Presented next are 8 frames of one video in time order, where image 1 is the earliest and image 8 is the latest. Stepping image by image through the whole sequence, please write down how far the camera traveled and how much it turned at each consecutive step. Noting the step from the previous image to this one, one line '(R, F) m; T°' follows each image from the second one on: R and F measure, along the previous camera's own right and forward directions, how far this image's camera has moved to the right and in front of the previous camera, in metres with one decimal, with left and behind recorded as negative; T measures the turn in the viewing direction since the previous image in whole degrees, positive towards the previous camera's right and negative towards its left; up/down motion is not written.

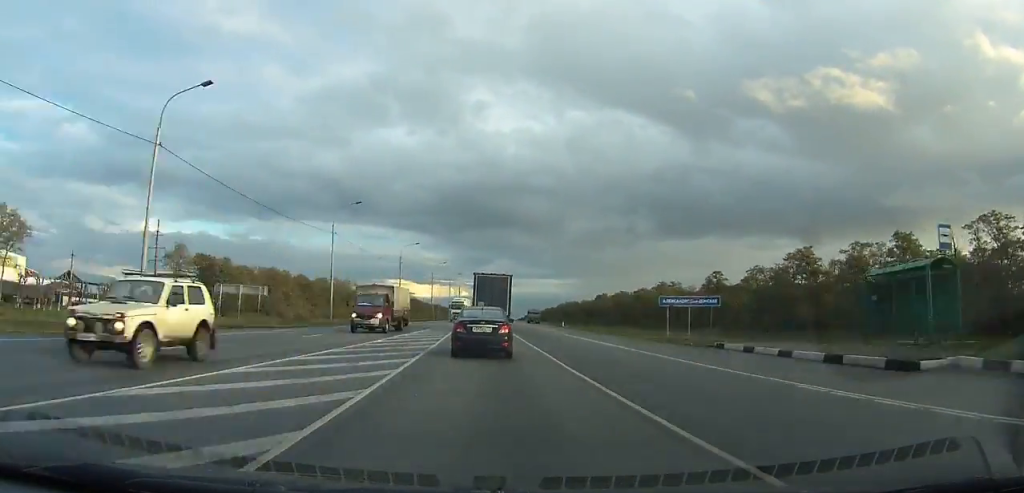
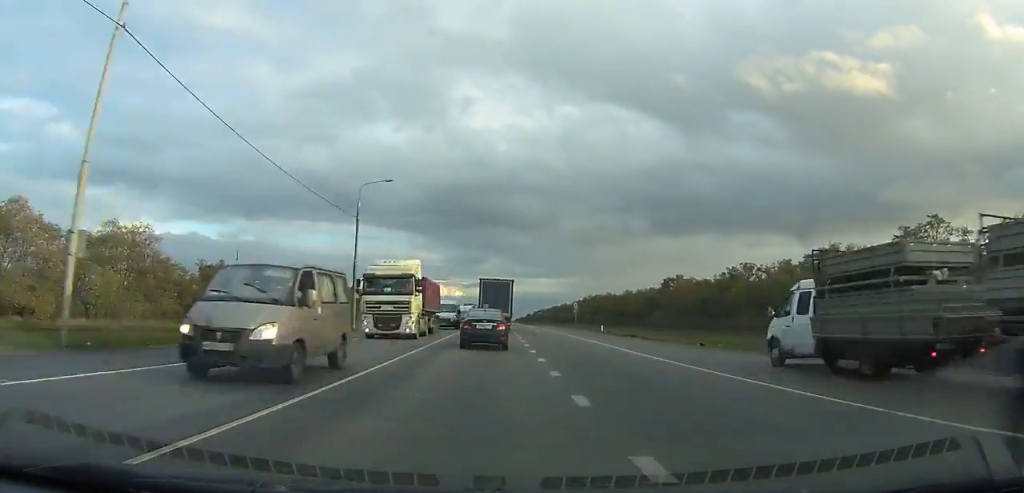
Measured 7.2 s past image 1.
(-1.4, +122.7) m; 0°
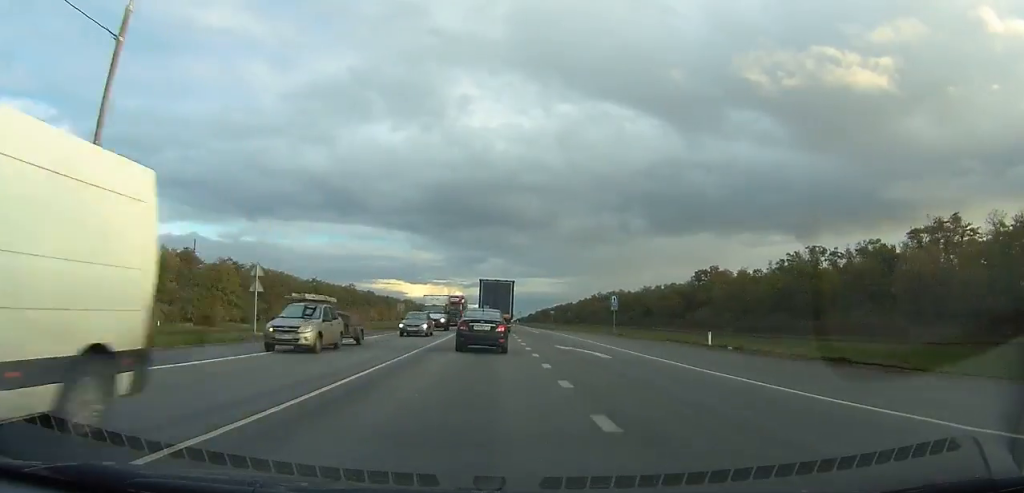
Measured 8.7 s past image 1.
(+0.1, +28.9) m; 0°
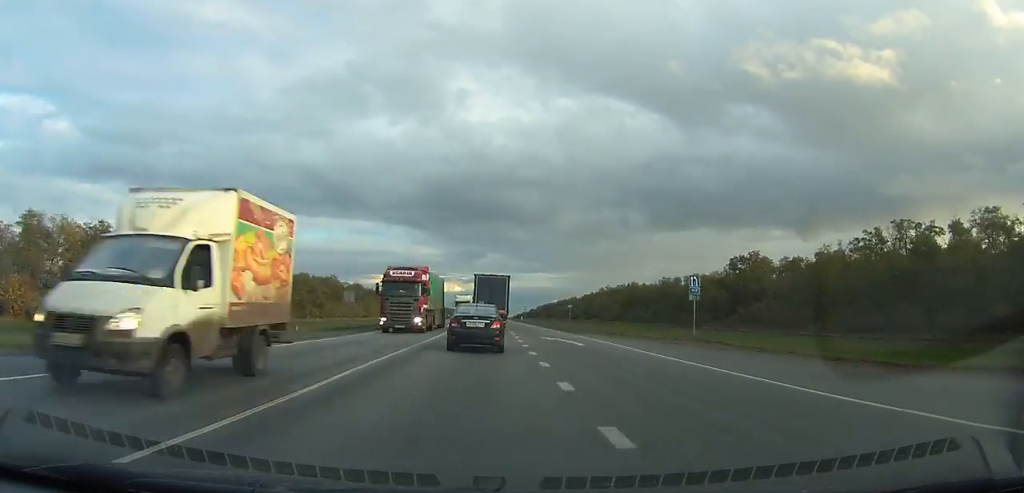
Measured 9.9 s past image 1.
(0.0, +22.9) m; 0°
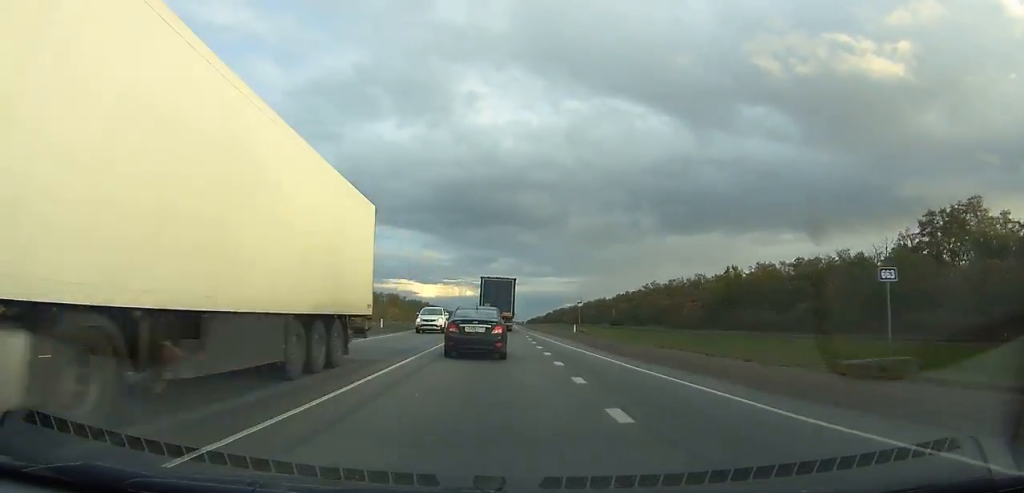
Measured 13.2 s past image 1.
(0.0, +62.8) m; 0°
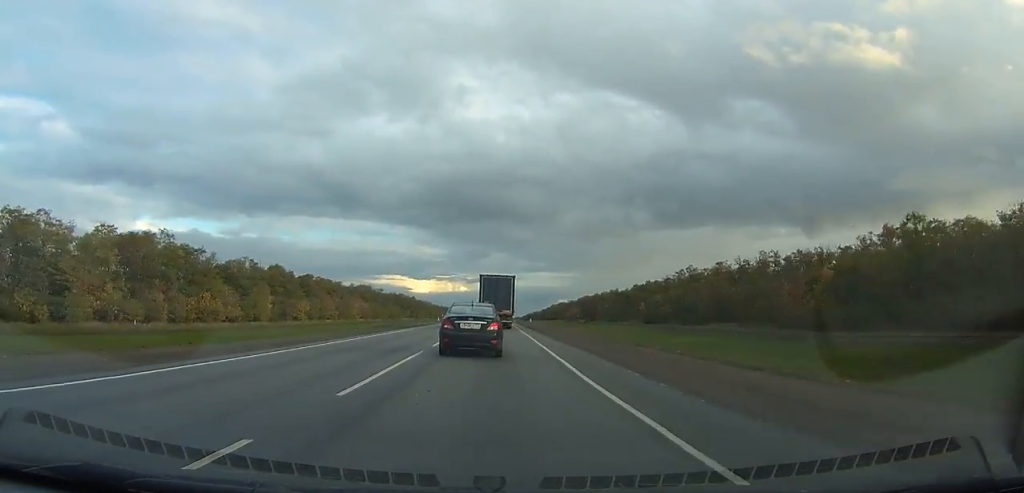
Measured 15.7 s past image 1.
(-0.2, +48.5) m; 0°
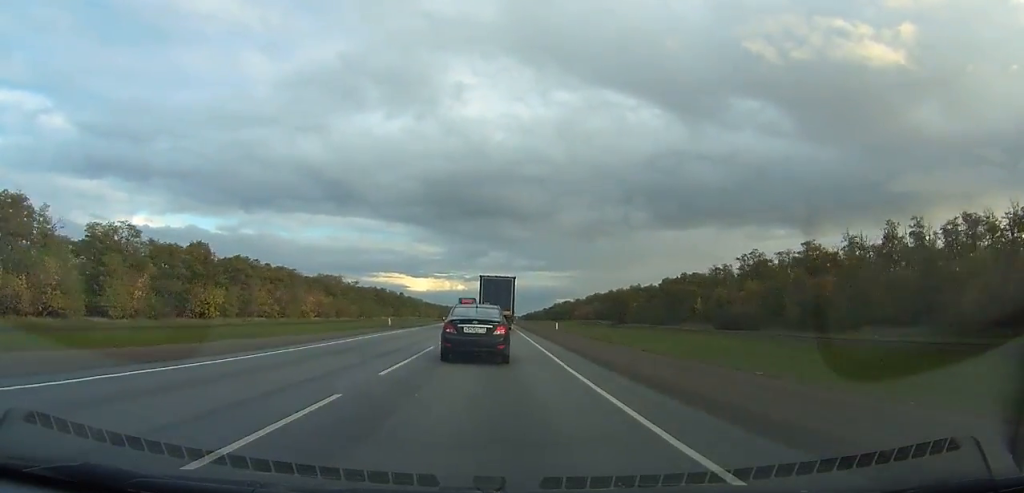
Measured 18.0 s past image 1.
(+0.1, +45.7) m; 0°
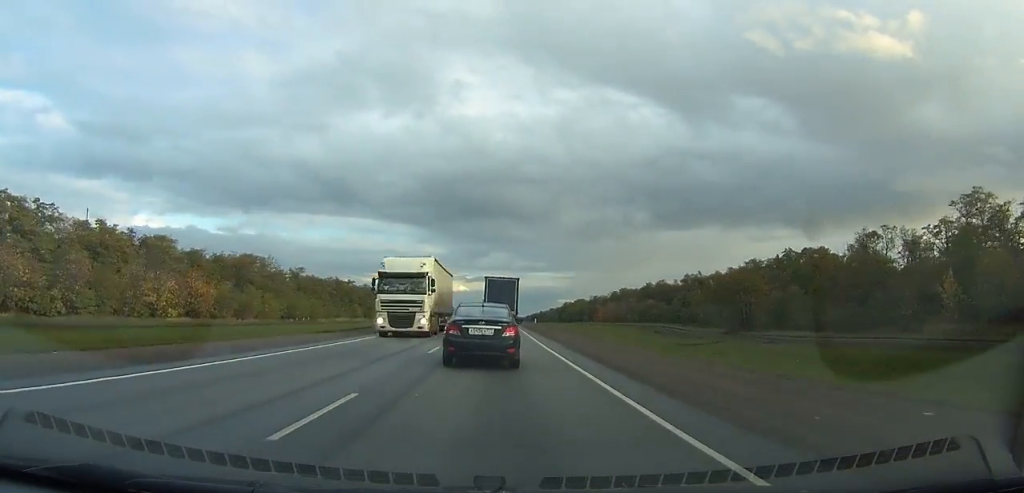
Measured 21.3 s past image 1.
(+0.1, +64.7) m; 0°
